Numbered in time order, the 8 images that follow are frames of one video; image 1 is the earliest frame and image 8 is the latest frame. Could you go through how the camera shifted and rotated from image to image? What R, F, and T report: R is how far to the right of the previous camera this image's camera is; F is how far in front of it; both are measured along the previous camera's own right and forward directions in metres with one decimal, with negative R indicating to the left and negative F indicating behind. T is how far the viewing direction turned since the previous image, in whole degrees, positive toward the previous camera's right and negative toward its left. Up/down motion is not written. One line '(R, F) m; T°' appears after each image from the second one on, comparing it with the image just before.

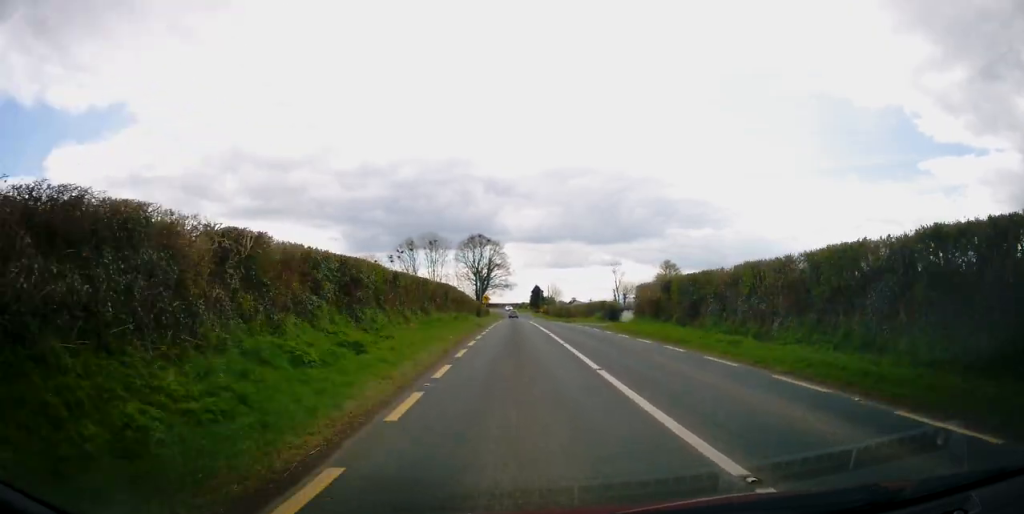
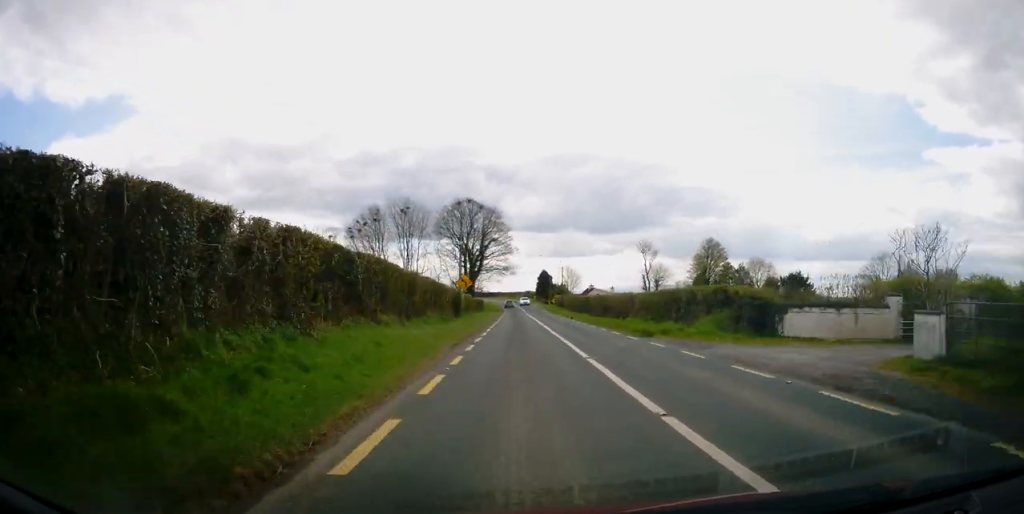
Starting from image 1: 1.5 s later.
(0.0, +33.2) m; -1°
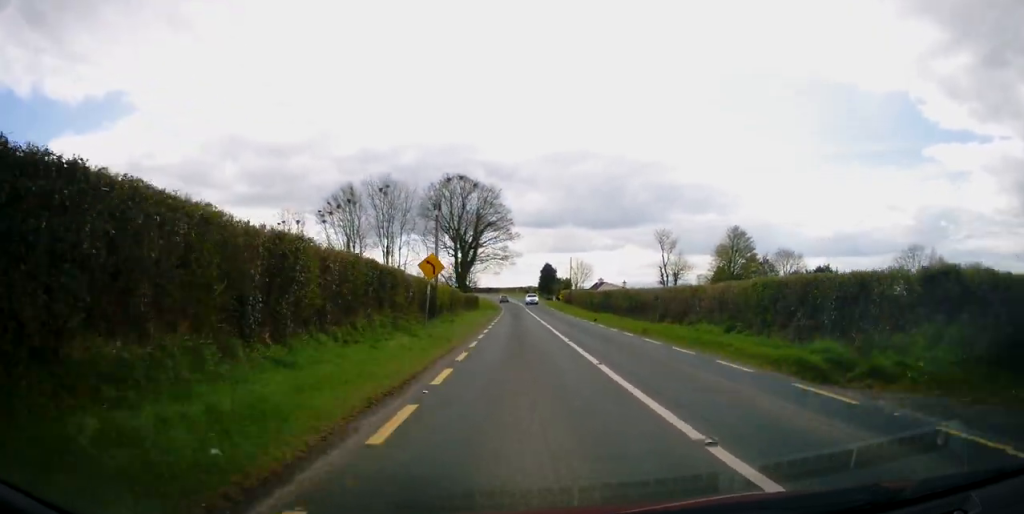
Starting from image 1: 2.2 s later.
(-0.1, +14.6) m; 0°
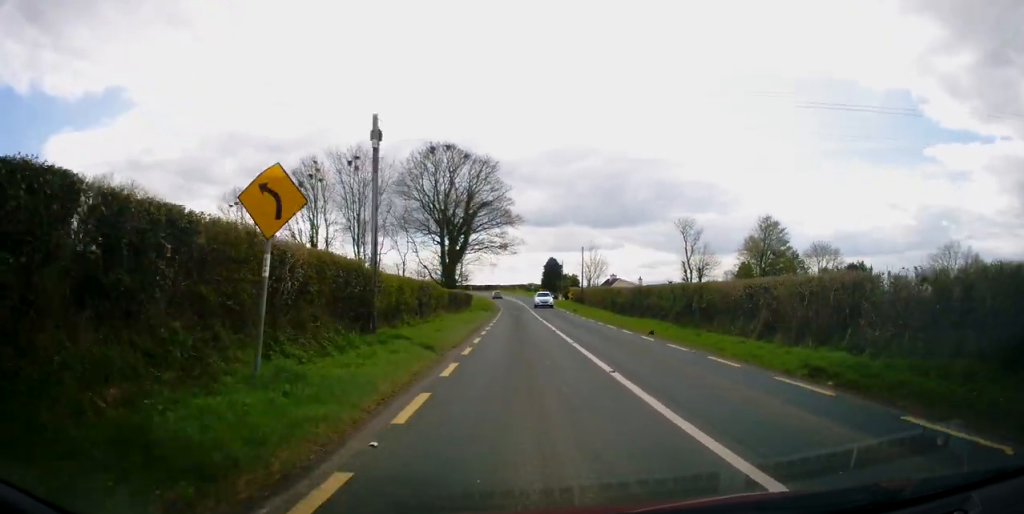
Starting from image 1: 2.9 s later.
(0.0, +14.6) m; 0°
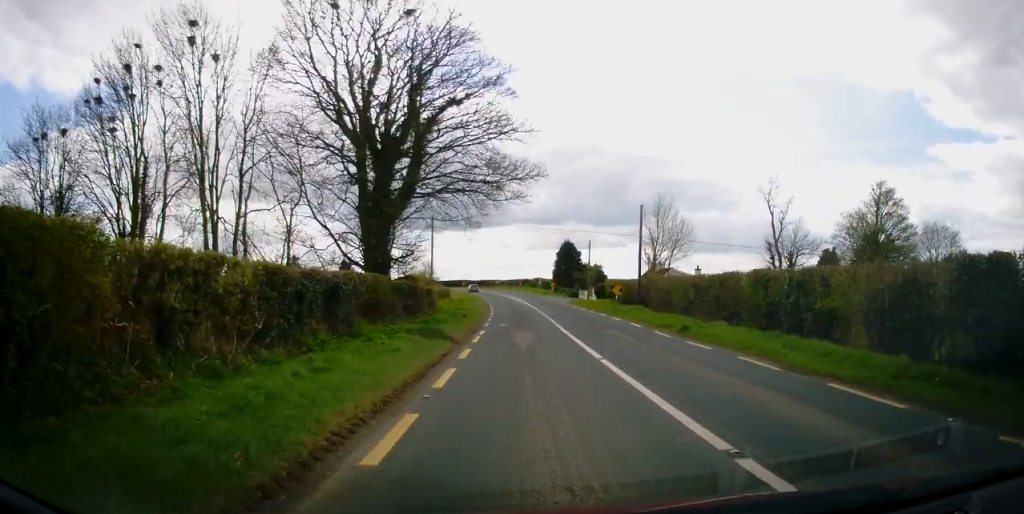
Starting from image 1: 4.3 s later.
(+0.1, +32.7) m; 0°
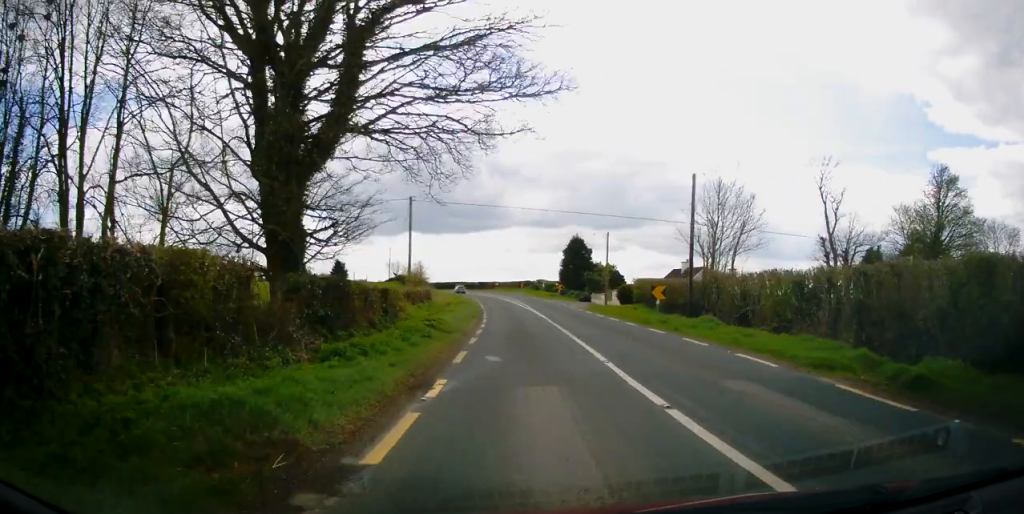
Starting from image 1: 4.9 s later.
(0.0, +11.9) m; 0°
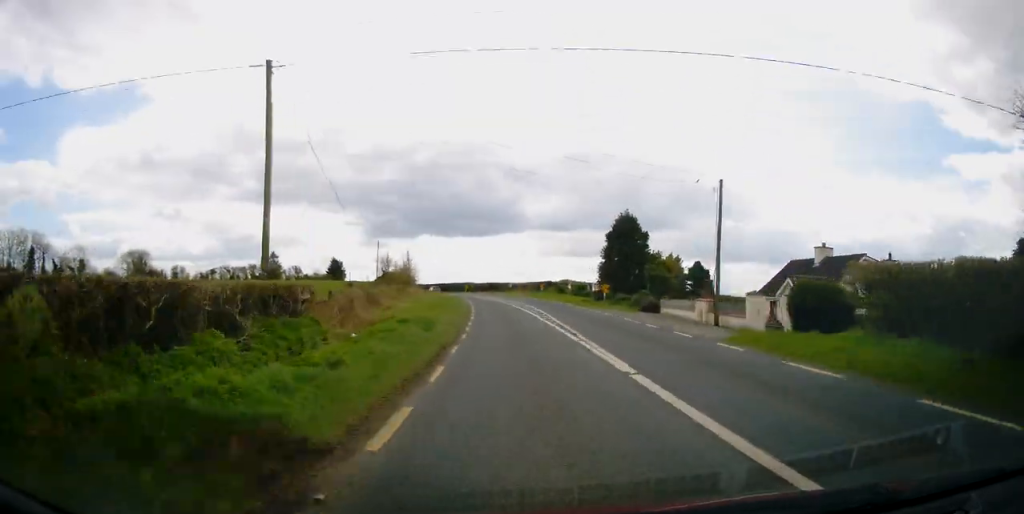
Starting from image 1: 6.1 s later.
(-0.1, +26.7) m; -1°
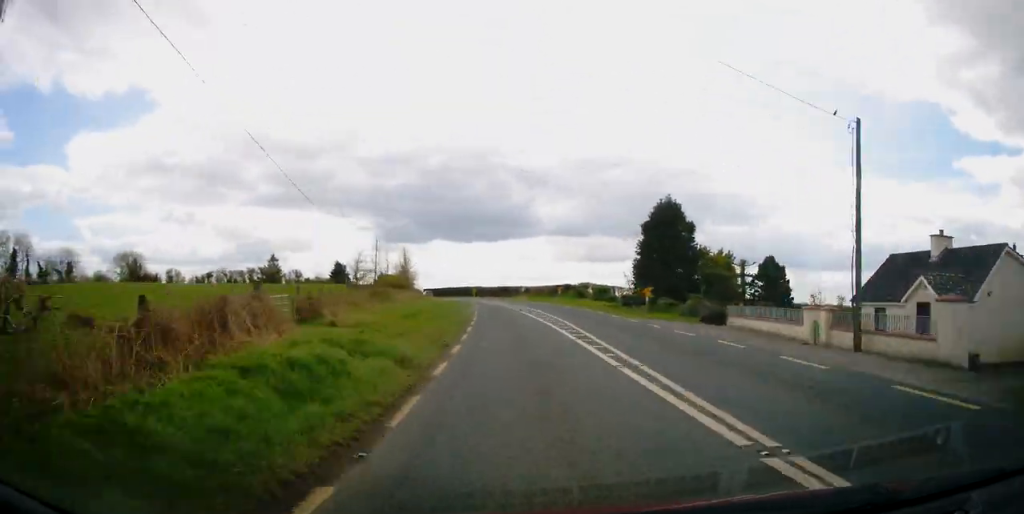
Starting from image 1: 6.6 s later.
(+0.1, +11.1) m; -1°
